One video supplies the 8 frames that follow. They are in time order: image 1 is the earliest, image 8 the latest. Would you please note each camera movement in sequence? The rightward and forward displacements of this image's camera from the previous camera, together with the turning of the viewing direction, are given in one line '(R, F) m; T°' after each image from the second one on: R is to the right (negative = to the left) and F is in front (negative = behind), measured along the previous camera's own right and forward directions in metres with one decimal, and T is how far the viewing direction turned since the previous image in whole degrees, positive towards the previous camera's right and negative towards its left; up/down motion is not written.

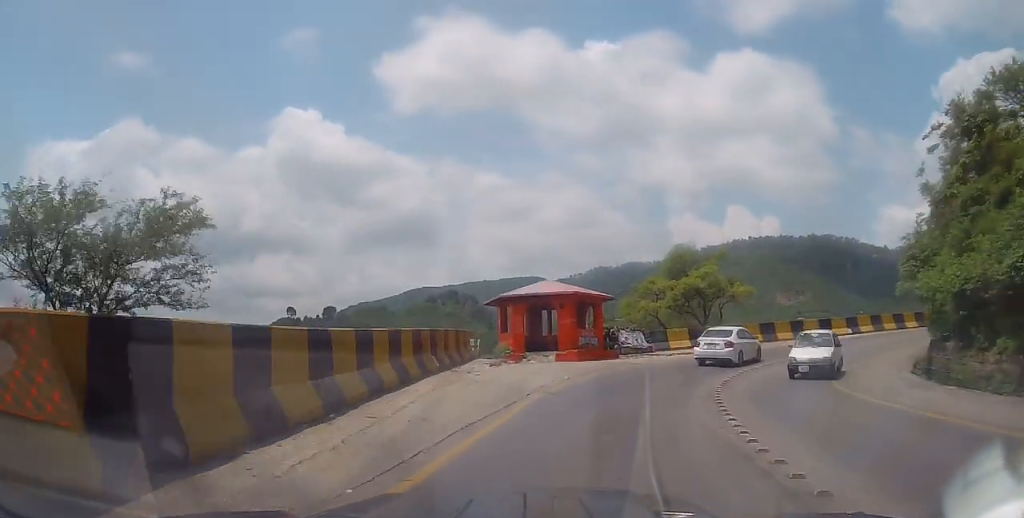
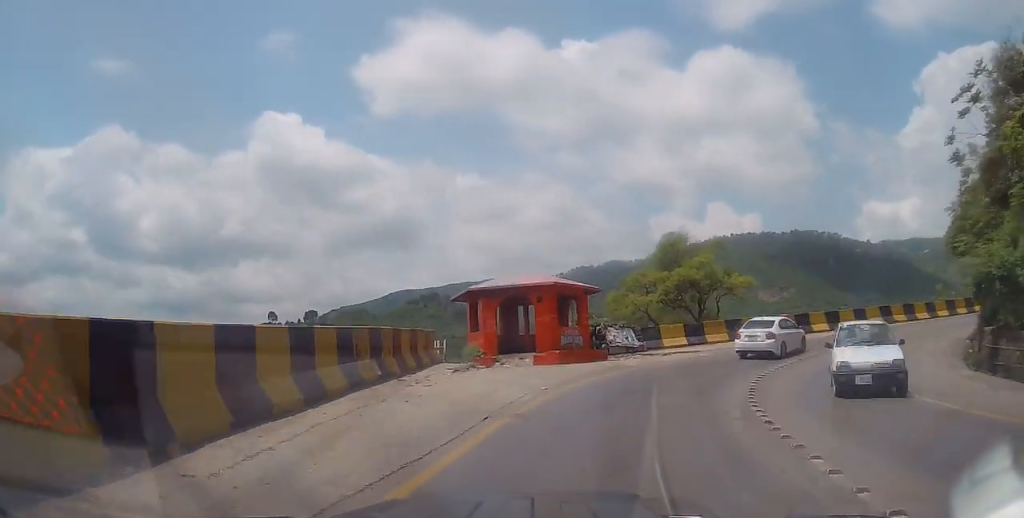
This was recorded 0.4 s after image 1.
(0.0, +4.1) m; +2°
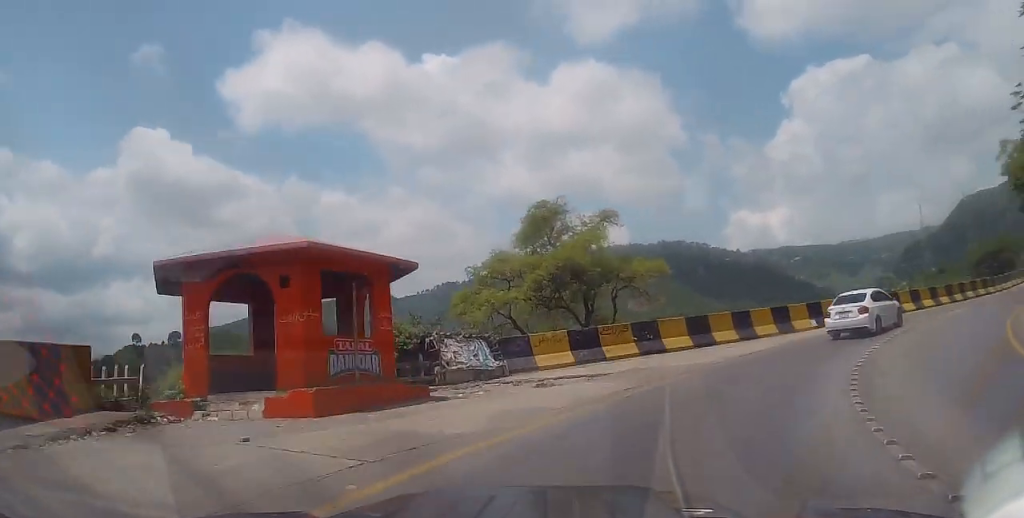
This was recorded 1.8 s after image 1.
(+1.0, +12.7) m; +13°
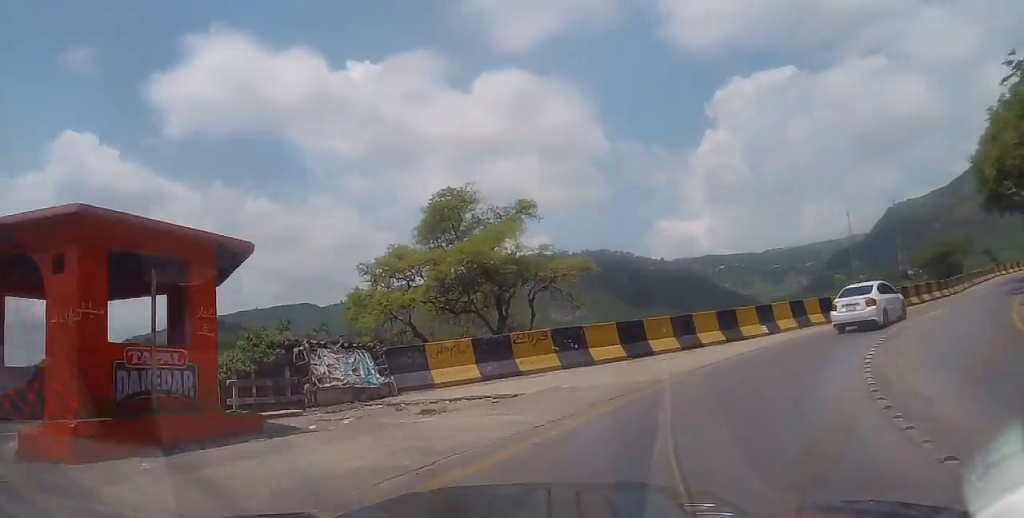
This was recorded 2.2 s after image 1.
(0.0, +4.1) m; +6°
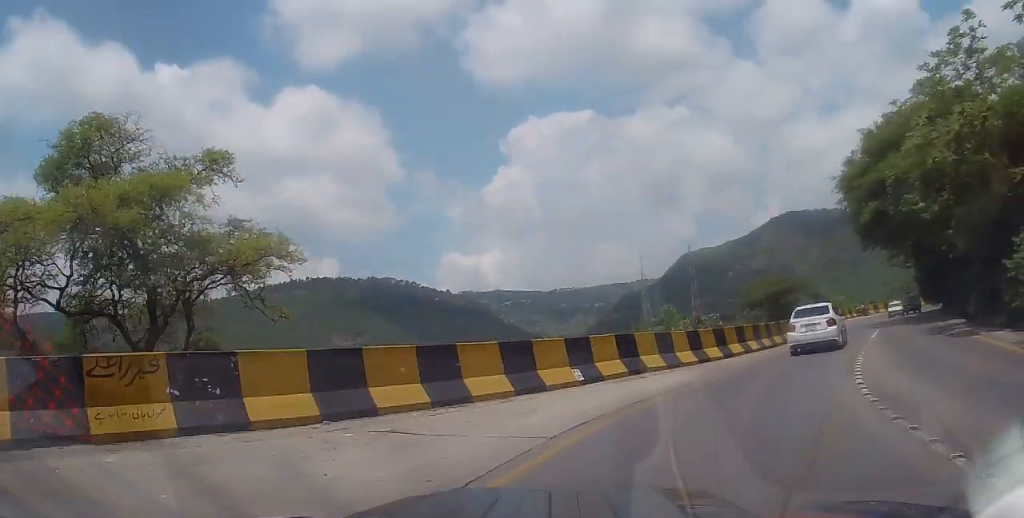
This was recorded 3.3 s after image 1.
(+1.5, +9.7) m; +17°
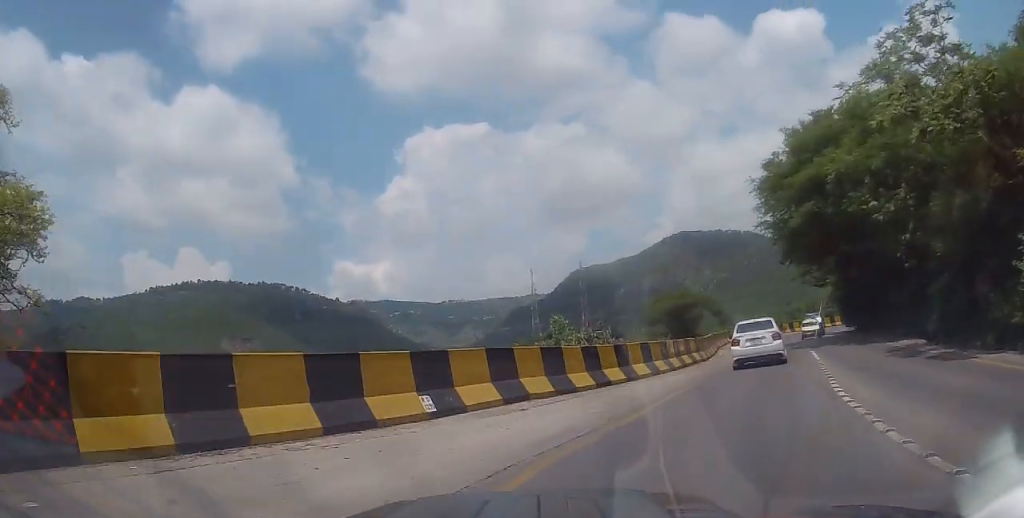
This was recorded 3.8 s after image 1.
(+0.6, +4.7) m; +8°
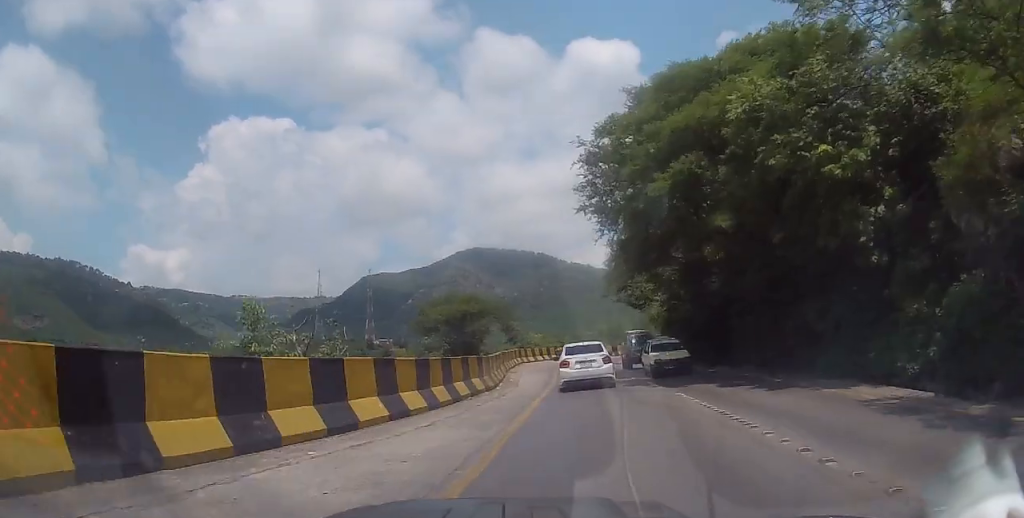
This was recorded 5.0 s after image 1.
(+1.5, +10.1) m; +16°
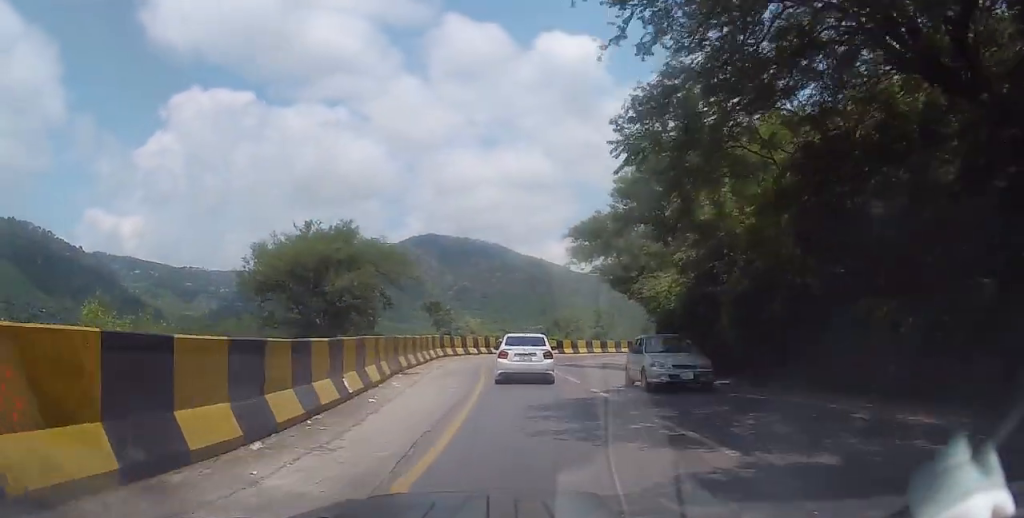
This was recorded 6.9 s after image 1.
(+2.0, +16.9) m; +6°
